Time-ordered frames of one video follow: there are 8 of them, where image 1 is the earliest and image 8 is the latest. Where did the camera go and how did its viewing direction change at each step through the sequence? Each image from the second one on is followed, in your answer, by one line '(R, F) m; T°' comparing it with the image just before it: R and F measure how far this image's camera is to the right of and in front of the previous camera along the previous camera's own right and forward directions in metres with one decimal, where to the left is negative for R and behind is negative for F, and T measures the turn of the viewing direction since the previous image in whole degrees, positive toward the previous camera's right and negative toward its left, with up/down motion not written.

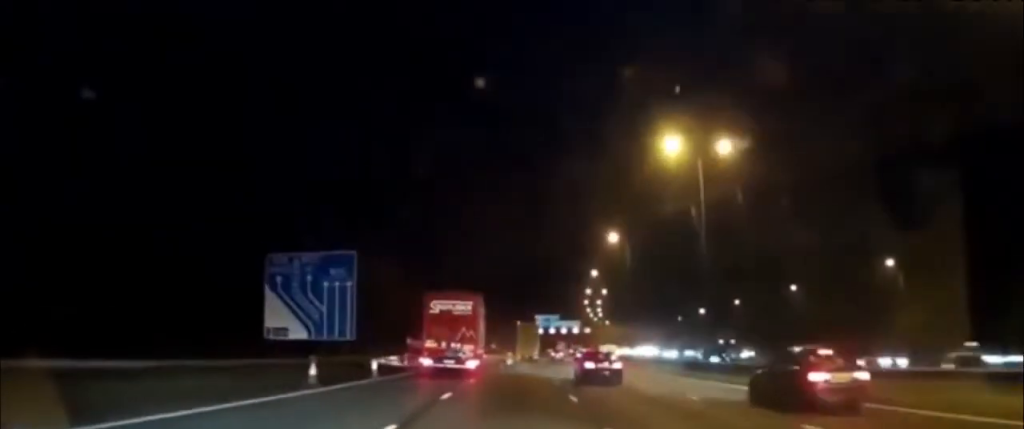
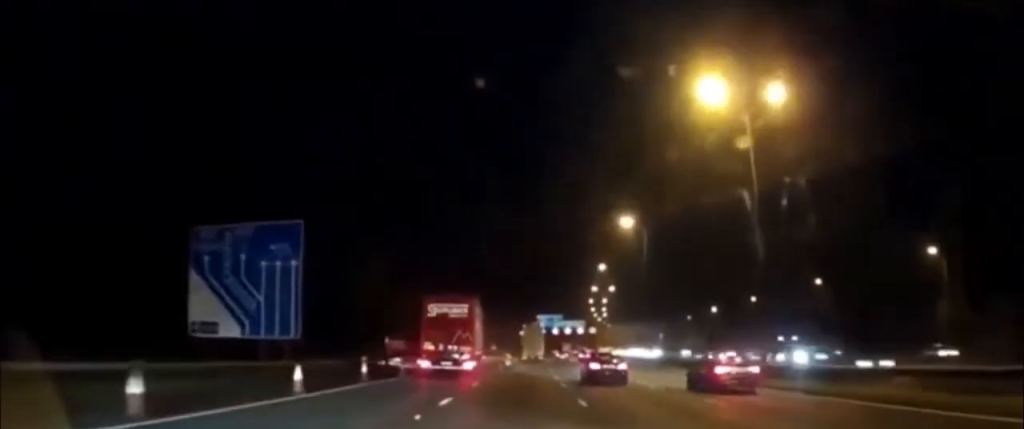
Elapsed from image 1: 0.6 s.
(-0.1, +10.3) m; 0°
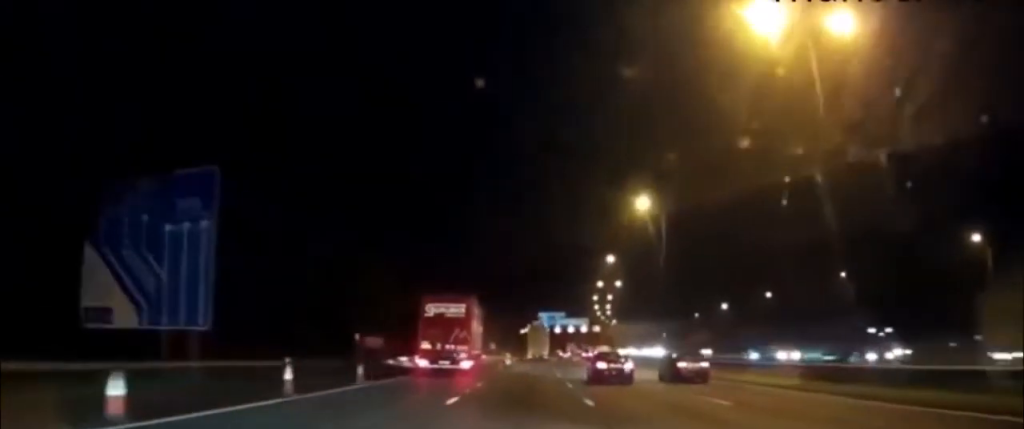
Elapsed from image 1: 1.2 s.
(-0.1, +9.0) m; +1°
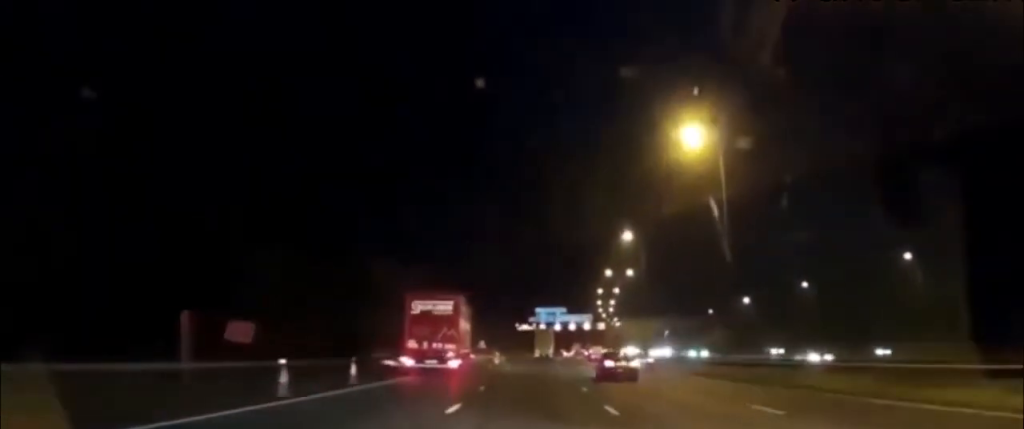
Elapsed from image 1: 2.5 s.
(+0.5, +19.7) m; +1°
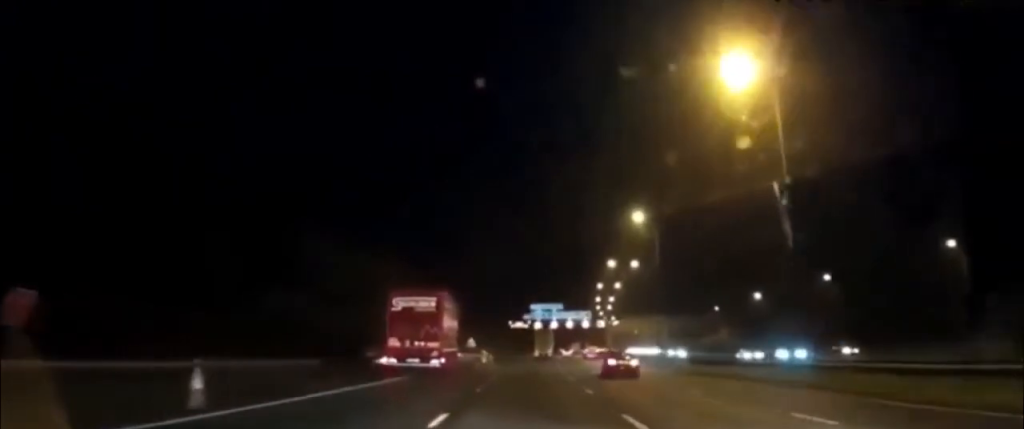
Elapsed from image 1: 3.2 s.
(0.0, +11.2) m; 0°
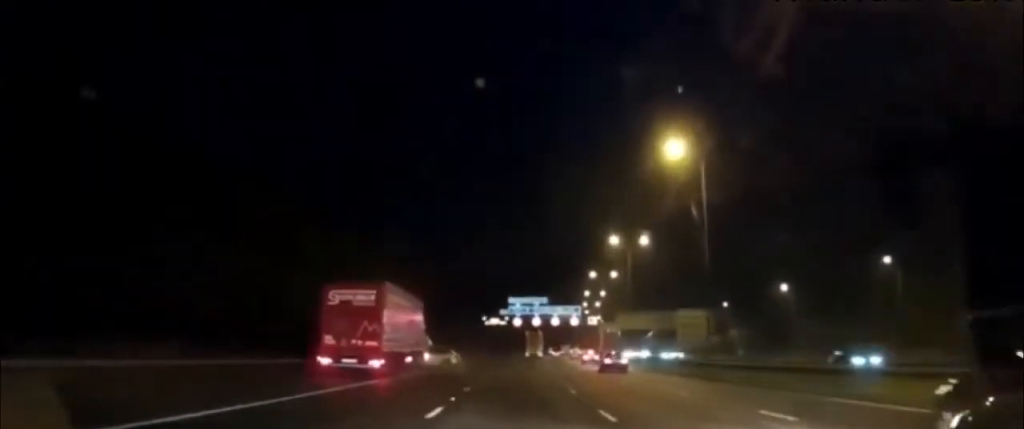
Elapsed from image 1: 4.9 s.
(+0.6, +25.5) m; +2°
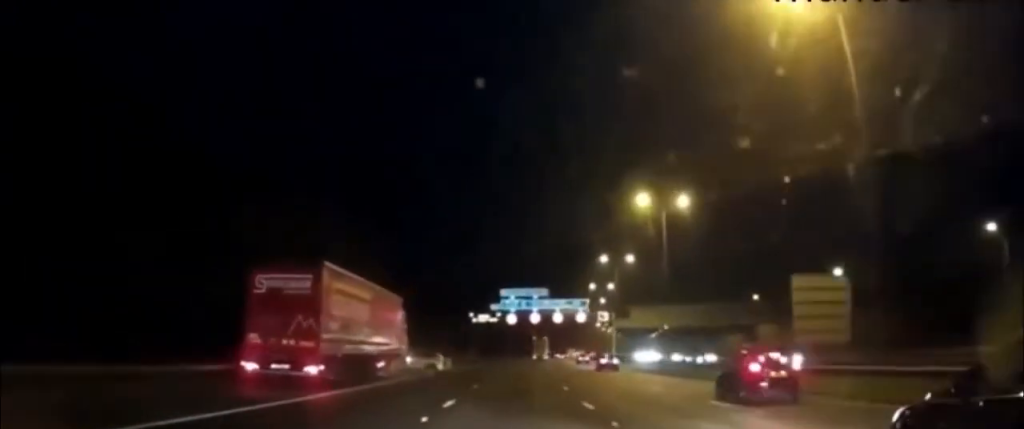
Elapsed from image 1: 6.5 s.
(-0.4, +23.4) m; -1°
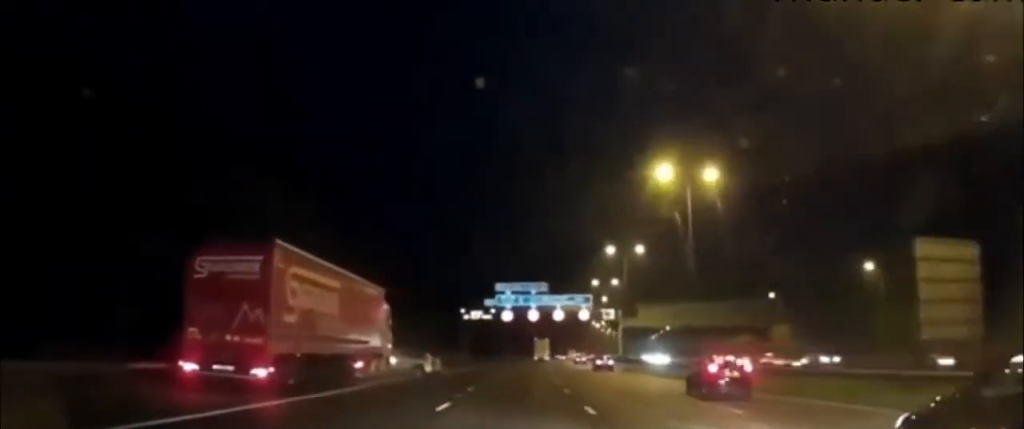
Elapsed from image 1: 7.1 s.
(-0.1, +10.0) m; +1°
